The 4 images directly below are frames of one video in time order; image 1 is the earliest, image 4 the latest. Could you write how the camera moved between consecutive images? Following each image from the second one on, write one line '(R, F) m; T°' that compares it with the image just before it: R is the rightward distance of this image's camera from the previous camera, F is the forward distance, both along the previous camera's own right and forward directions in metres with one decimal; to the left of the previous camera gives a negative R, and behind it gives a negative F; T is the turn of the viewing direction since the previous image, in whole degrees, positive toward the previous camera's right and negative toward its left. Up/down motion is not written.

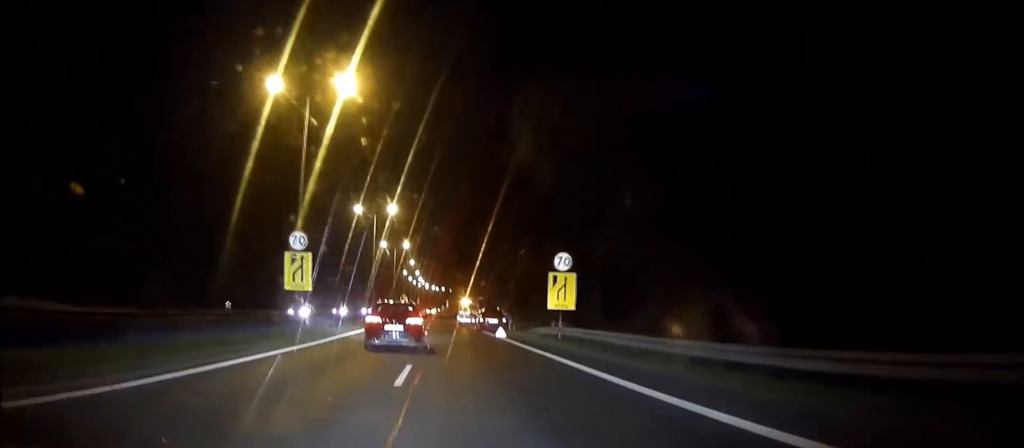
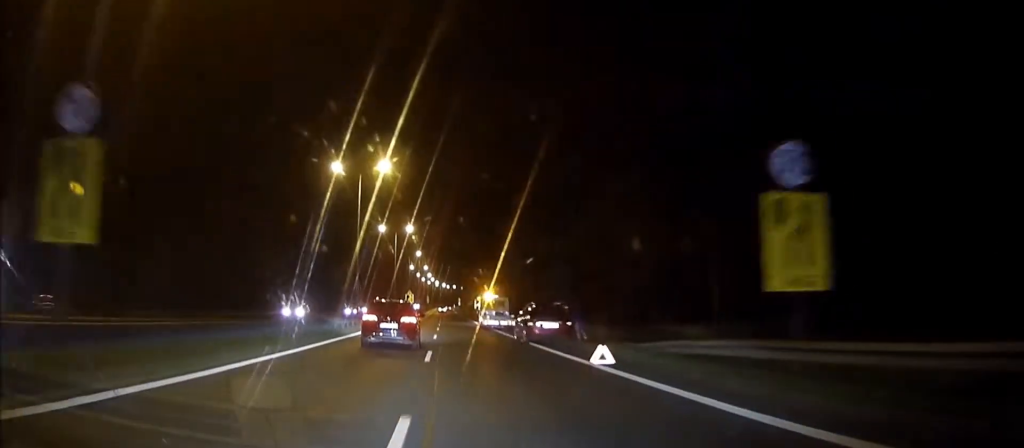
(0.0, +19.8) m; 0°
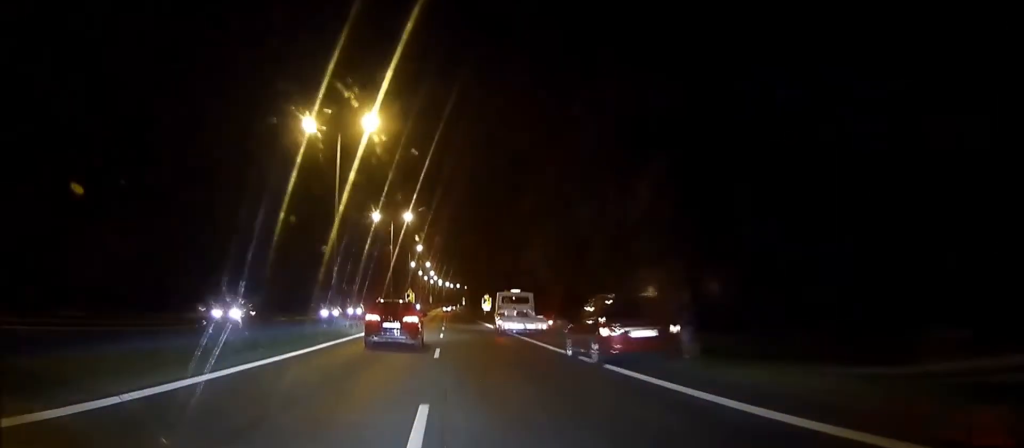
(0.0, +11.2) m; +1°
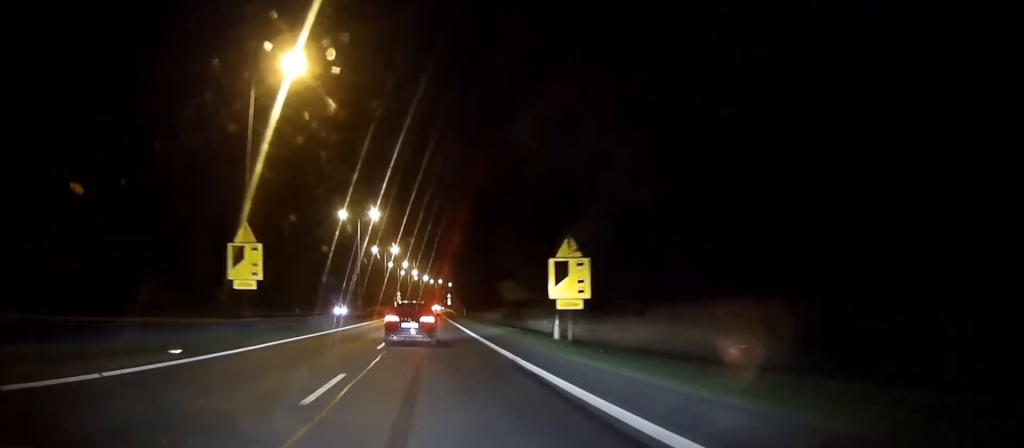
(+1.3, +84.1) m; 0°
